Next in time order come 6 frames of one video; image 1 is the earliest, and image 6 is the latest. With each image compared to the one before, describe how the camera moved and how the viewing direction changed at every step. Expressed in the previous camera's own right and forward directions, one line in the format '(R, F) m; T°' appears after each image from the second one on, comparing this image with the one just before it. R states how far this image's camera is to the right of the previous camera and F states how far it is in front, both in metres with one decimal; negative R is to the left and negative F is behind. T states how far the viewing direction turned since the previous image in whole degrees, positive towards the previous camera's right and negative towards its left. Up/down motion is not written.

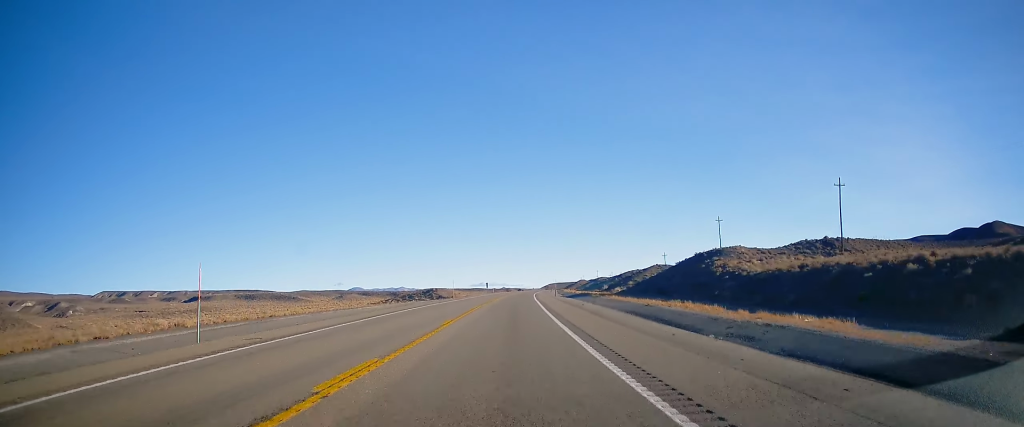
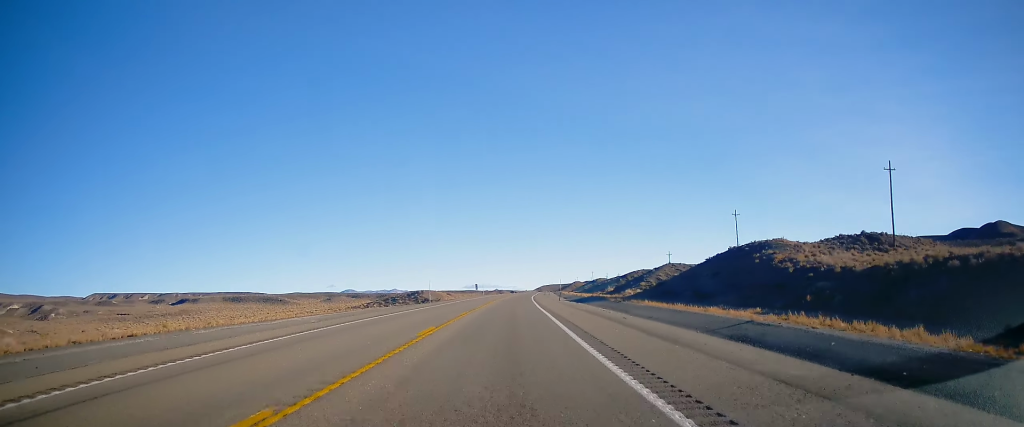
(+0.1, +16.6) m; +1°
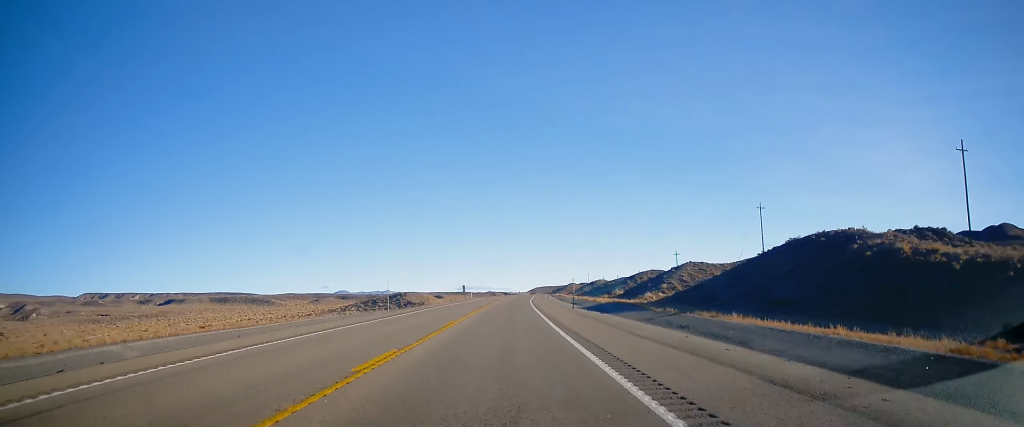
(+0.1, +17.8) m; +1°
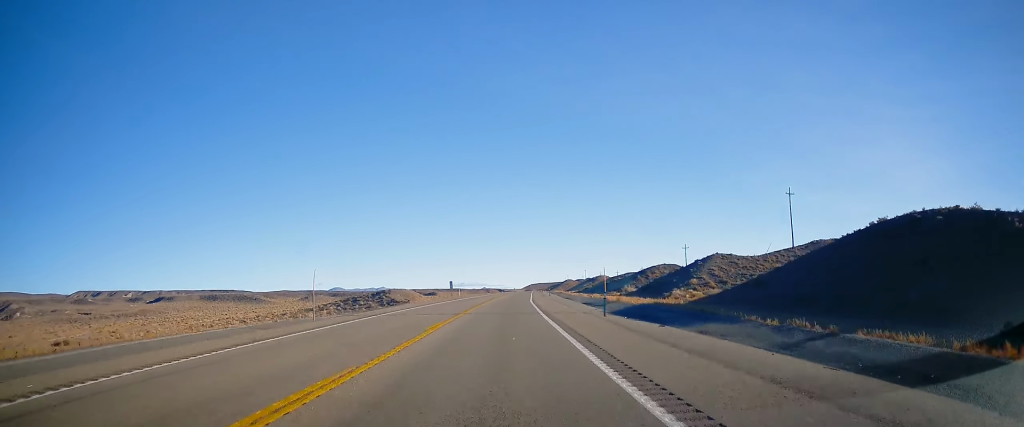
(+0.1, +15.5) m; 0°
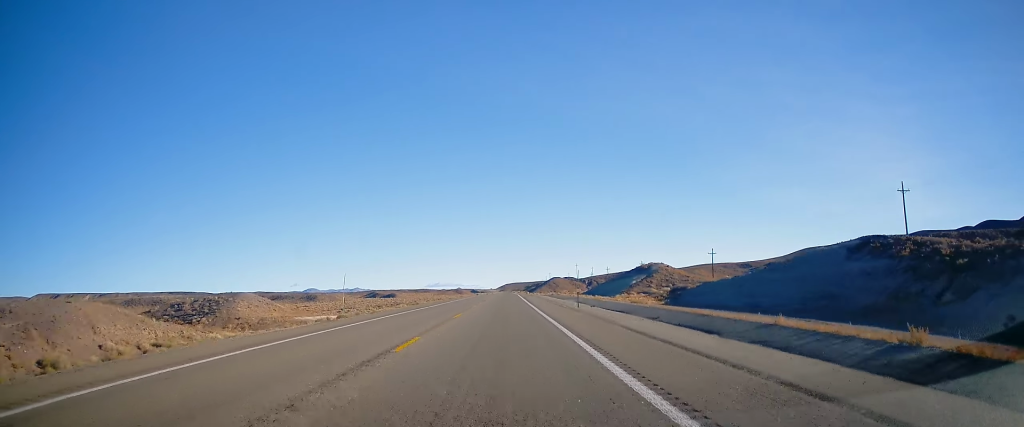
(+3.0, +116.2) m; +2°
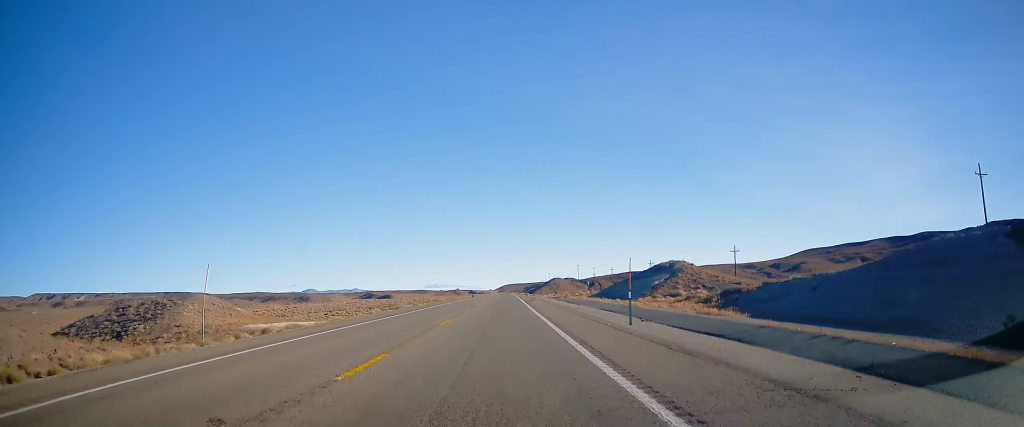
(0.0, +15.5) m; 0°
